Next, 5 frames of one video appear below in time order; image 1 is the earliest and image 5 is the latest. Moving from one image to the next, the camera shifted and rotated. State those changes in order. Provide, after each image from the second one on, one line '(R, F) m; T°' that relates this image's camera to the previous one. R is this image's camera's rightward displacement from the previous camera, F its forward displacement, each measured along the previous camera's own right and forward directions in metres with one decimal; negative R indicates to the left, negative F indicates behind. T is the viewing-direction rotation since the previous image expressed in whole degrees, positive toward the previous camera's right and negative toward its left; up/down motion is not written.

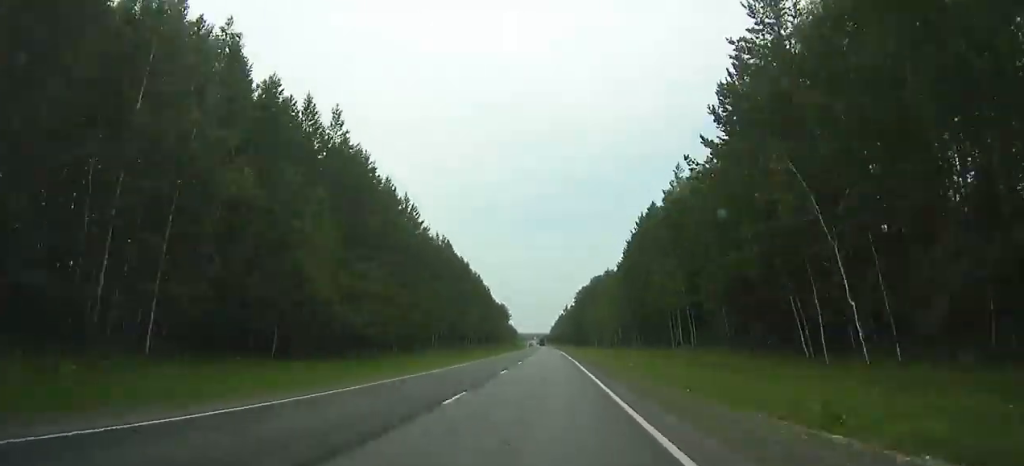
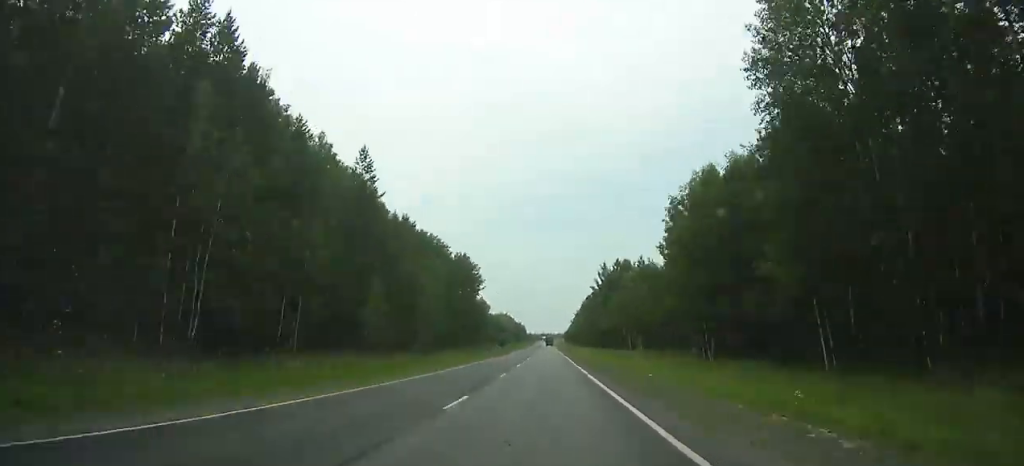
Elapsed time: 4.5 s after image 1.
(-3.0, +152.6) m; -2°
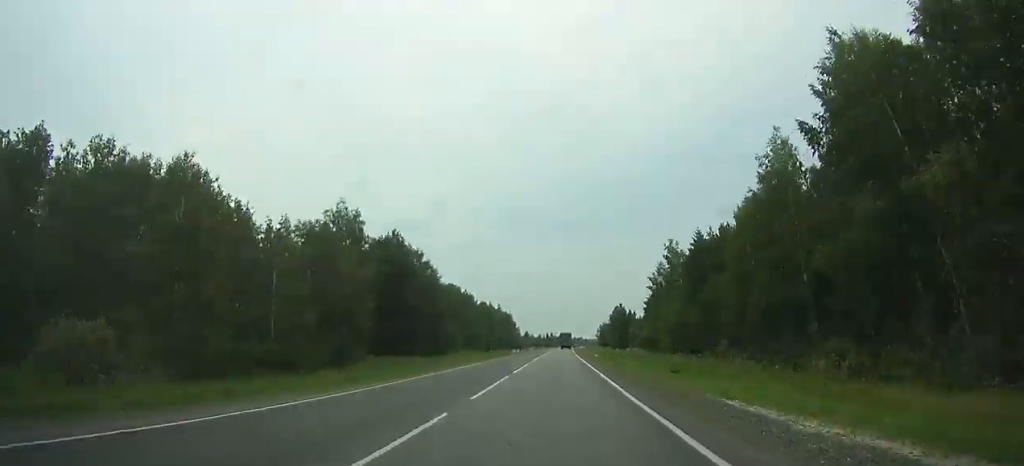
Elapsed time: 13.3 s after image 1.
(-3.9, +277.0) m; -1°
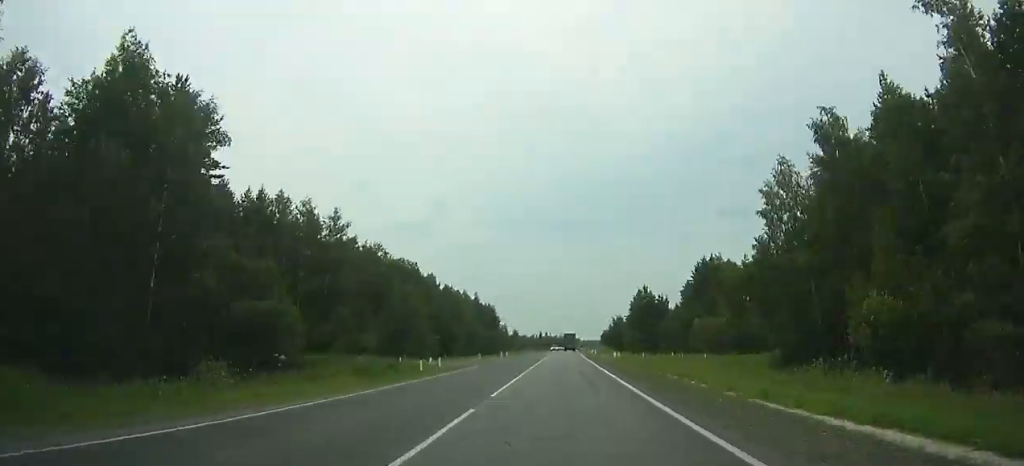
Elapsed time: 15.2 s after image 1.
(0.0, +60.4) m; +1°
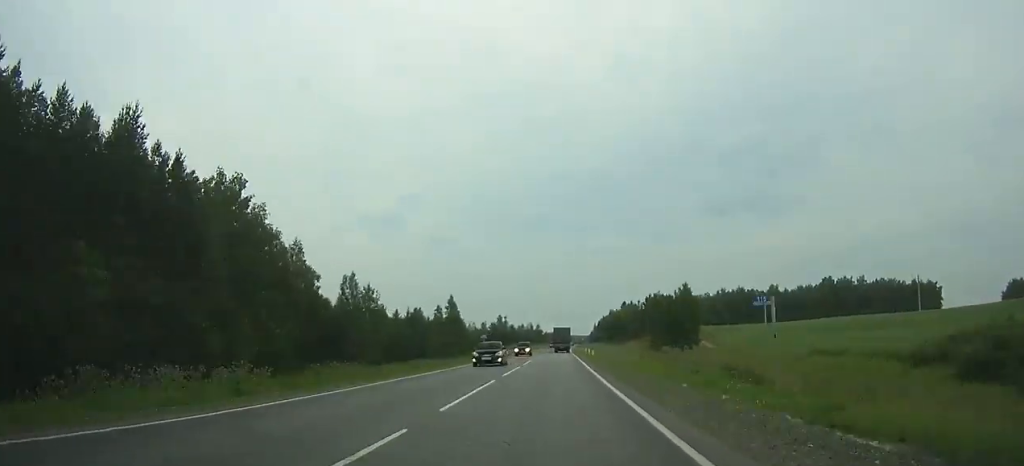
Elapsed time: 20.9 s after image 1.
(+3.9, +175.0) m; +2°
